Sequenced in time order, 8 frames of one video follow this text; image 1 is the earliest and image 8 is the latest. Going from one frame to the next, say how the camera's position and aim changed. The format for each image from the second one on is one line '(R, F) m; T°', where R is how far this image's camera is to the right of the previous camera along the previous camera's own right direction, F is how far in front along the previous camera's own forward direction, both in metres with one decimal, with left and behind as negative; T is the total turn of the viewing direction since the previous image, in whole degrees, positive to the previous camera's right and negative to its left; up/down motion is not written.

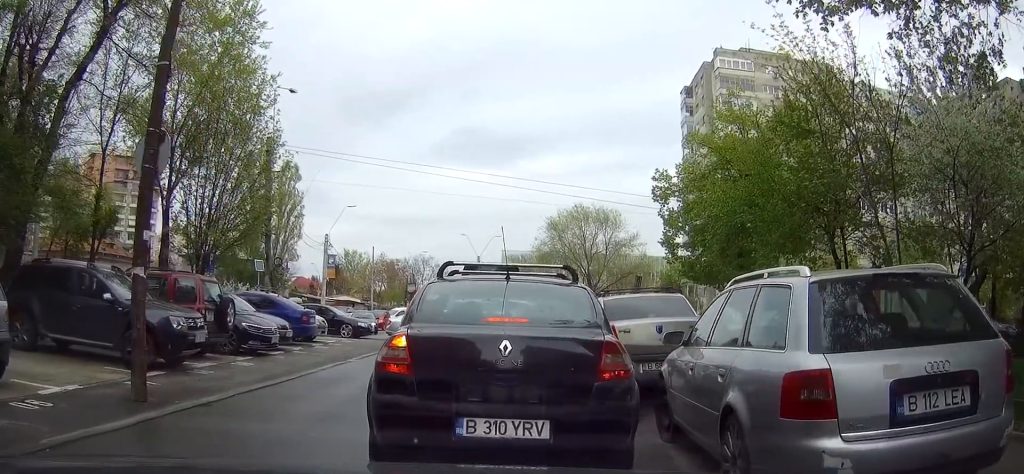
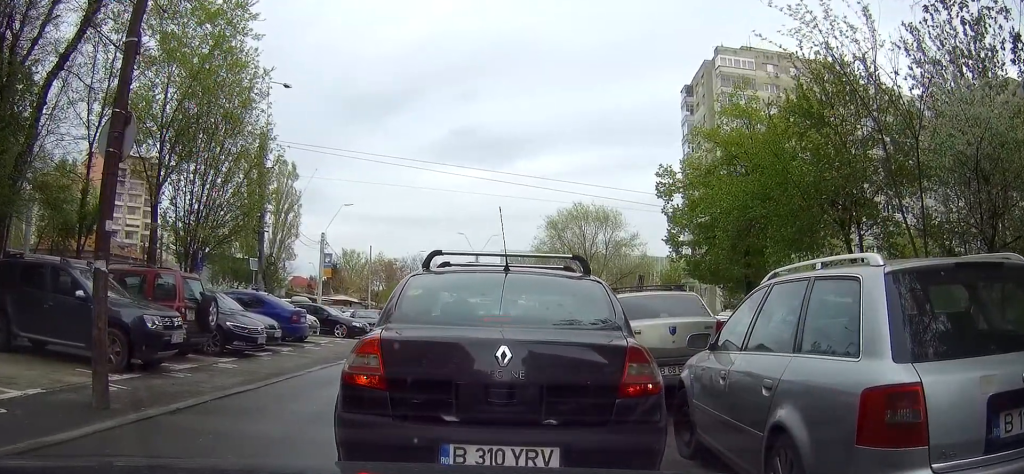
(-0.2, +1.5) m; 0°
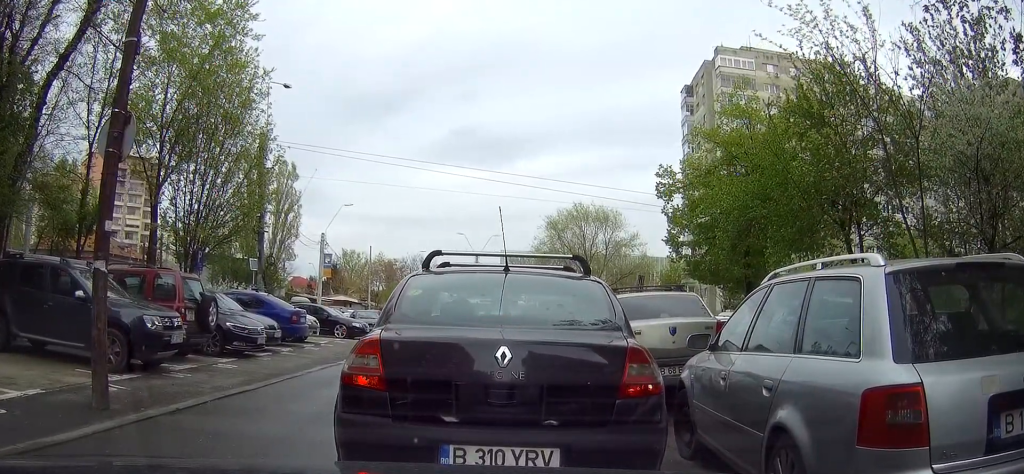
(+0.1, +0.1) m; 0°
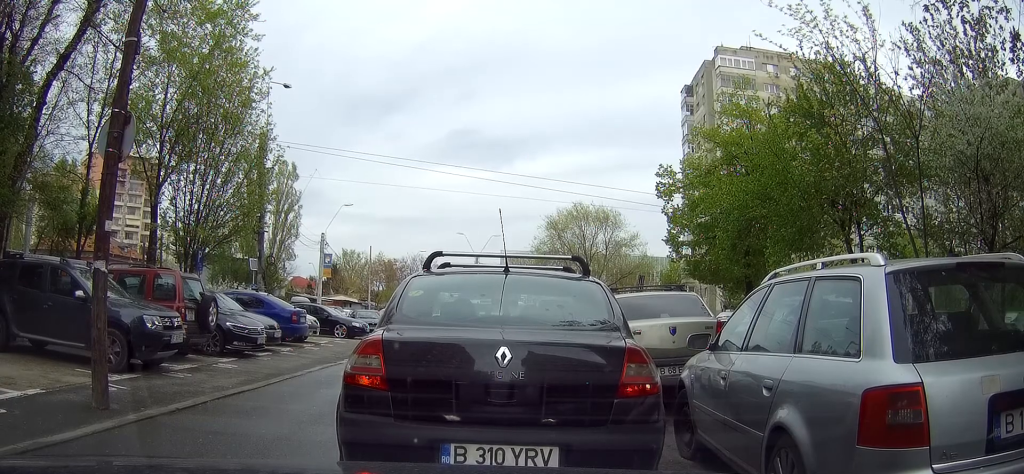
(+0.3, +0.2) m; 0°
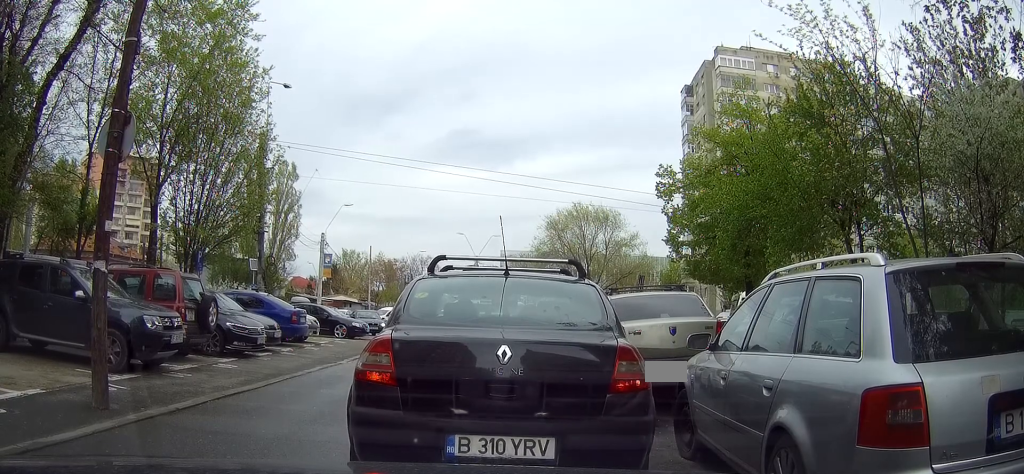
(+0.1, 0.0) m; 0°
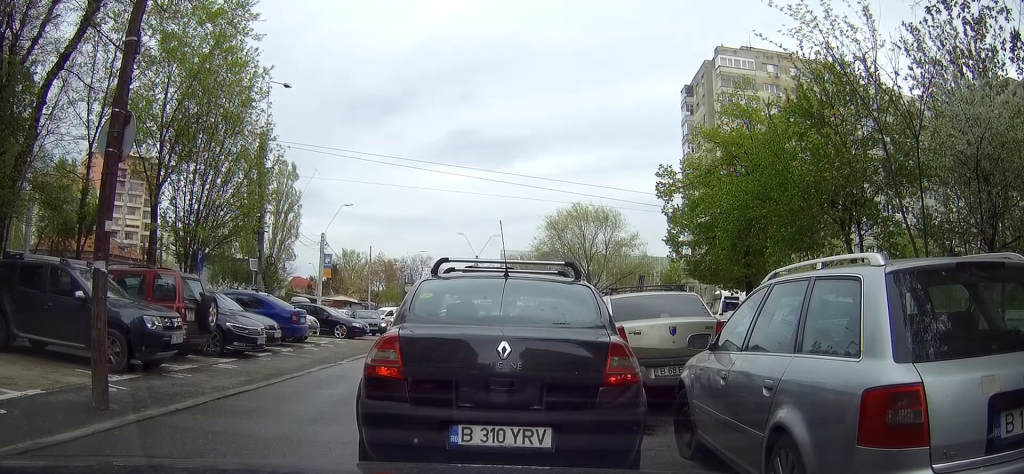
(0.0, 0.0) m; 0°
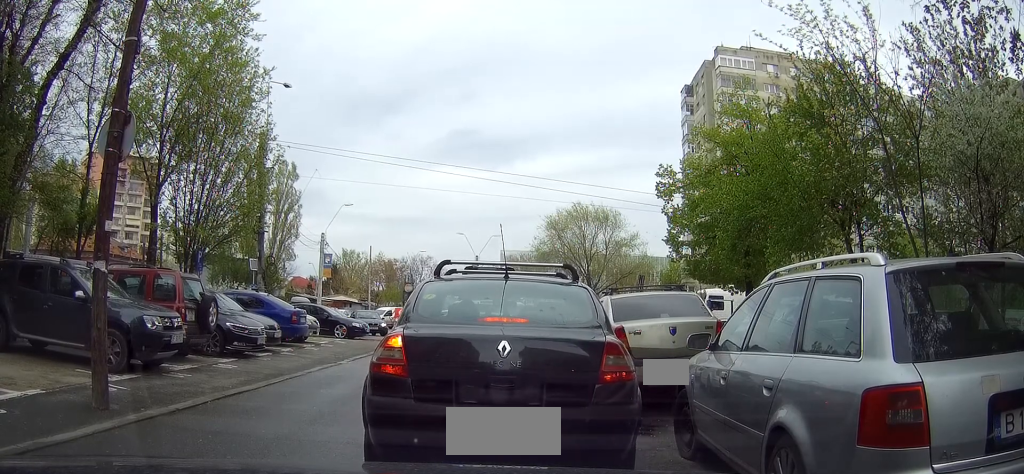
(0.0, 0.0) m; 0°
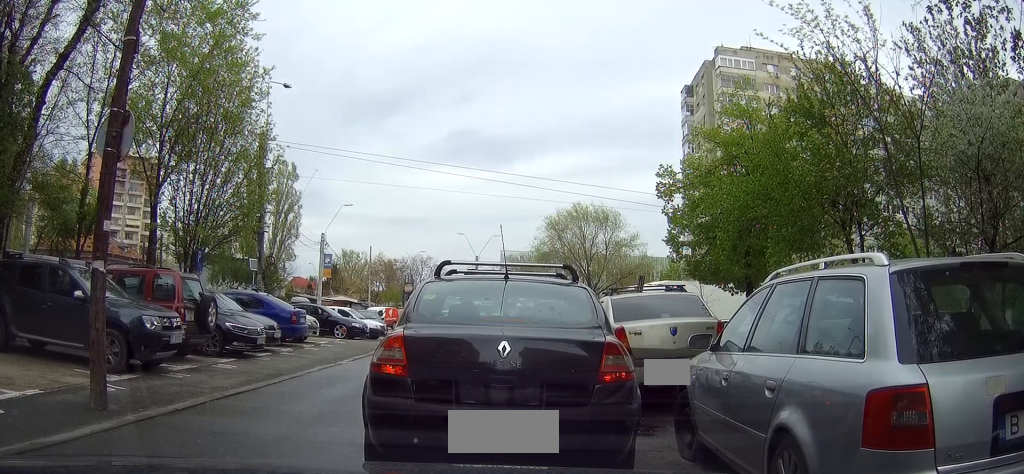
(0.0, 0.0) m; 0°
